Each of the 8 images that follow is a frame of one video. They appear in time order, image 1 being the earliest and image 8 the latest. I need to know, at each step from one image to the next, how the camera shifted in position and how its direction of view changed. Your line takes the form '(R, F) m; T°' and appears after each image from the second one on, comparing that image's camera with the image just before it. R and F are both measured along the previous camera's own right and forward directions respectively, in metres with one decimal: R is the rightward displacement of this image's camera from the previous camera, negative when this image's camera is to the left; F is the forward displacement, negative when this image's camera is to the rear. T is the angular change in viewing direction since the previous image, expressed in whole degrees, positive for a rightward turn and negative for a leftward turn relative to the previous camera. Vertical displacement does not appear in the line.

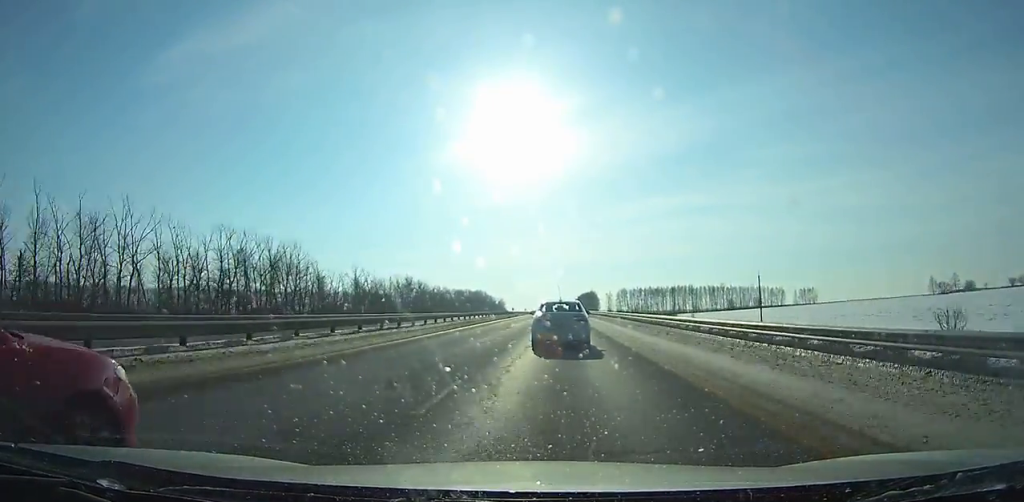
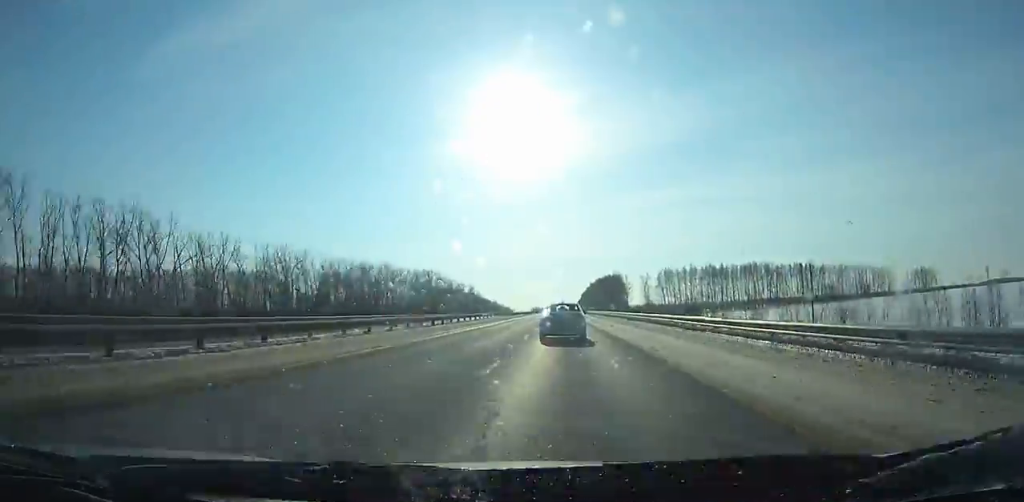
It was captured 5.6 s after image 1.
(-0.2, +178.0) m; 0°
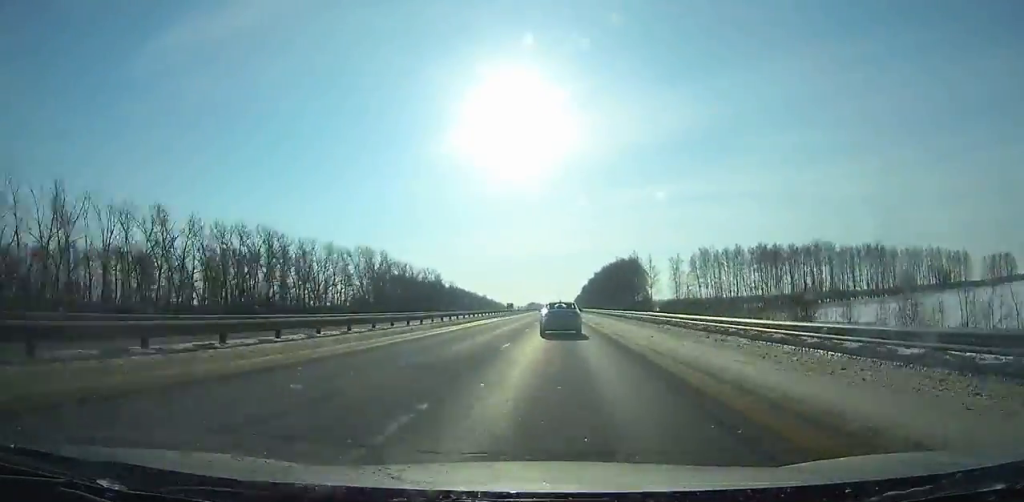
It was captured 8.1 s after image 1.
(+0.1, +80.3) m; 0°
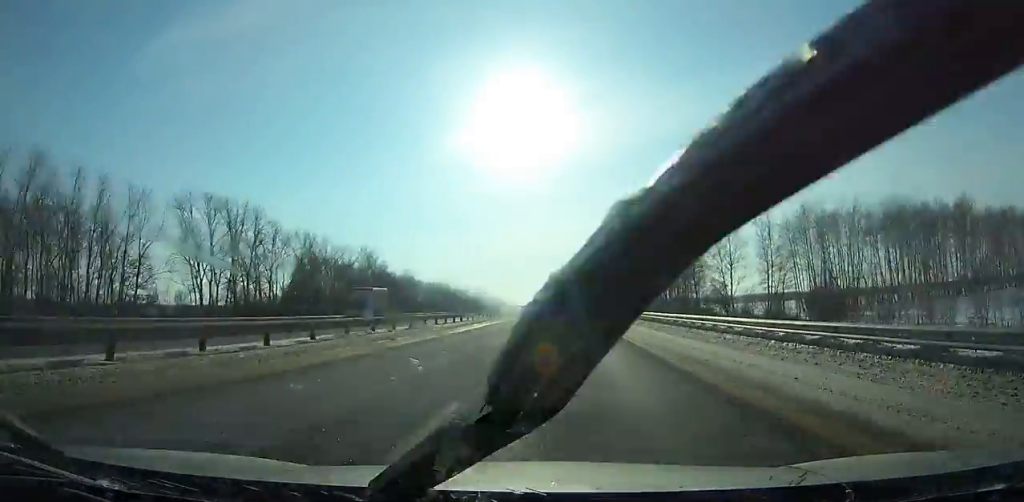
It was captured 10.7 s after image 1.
(0.0, +83.9) m; 0°
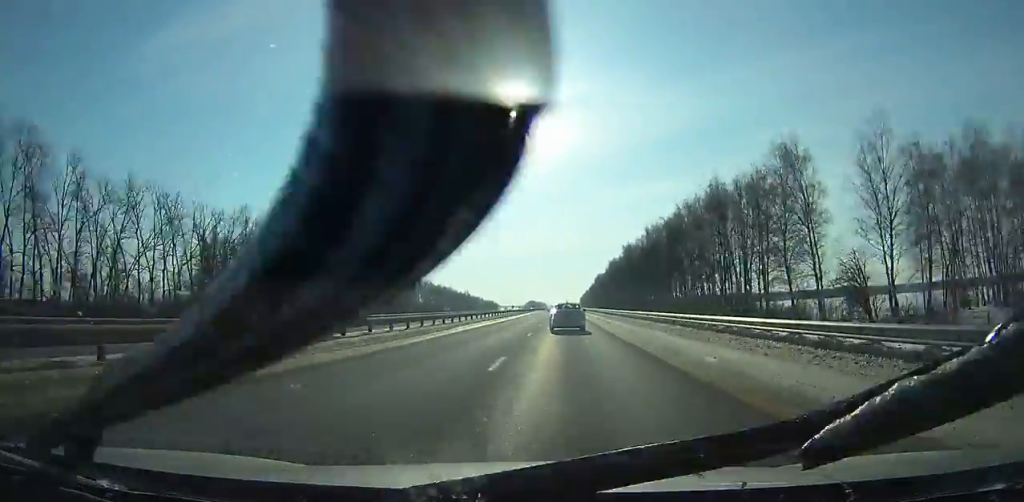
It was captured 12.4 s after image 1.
(-0.1, +54.8) m; 0°
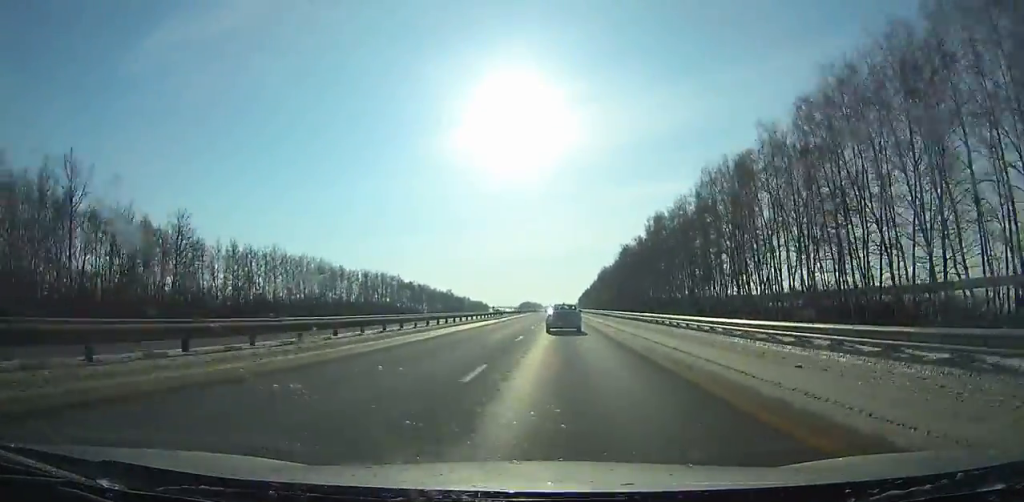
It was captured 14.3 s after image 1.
(0.0, +61.0) m; 0°
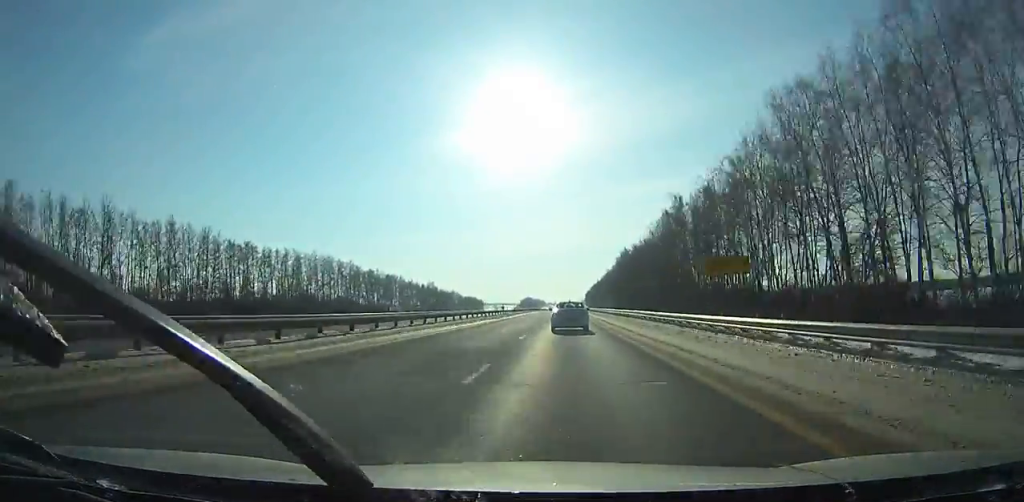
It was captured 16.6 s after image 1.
(-0.1, +73.1) m; 0°
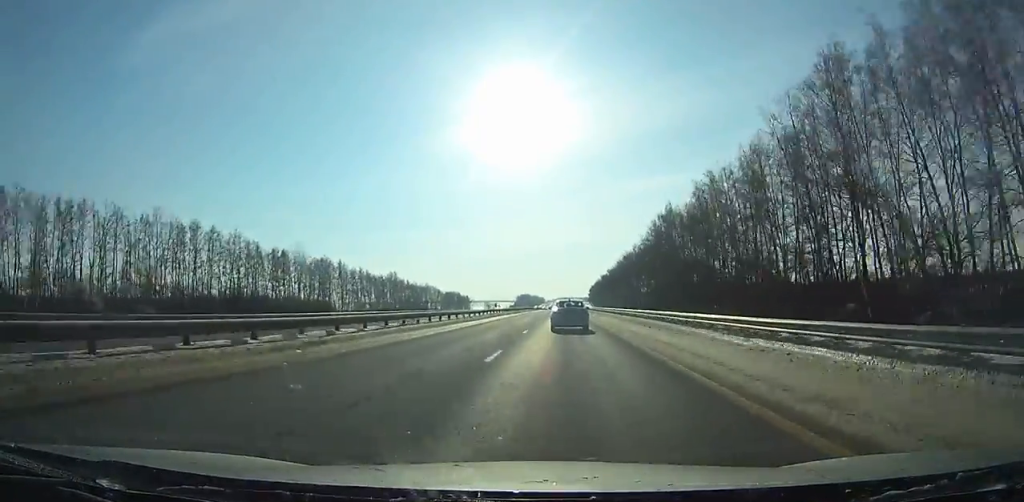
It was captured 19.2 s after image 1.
(+0.1, +81.6) m; 0°
